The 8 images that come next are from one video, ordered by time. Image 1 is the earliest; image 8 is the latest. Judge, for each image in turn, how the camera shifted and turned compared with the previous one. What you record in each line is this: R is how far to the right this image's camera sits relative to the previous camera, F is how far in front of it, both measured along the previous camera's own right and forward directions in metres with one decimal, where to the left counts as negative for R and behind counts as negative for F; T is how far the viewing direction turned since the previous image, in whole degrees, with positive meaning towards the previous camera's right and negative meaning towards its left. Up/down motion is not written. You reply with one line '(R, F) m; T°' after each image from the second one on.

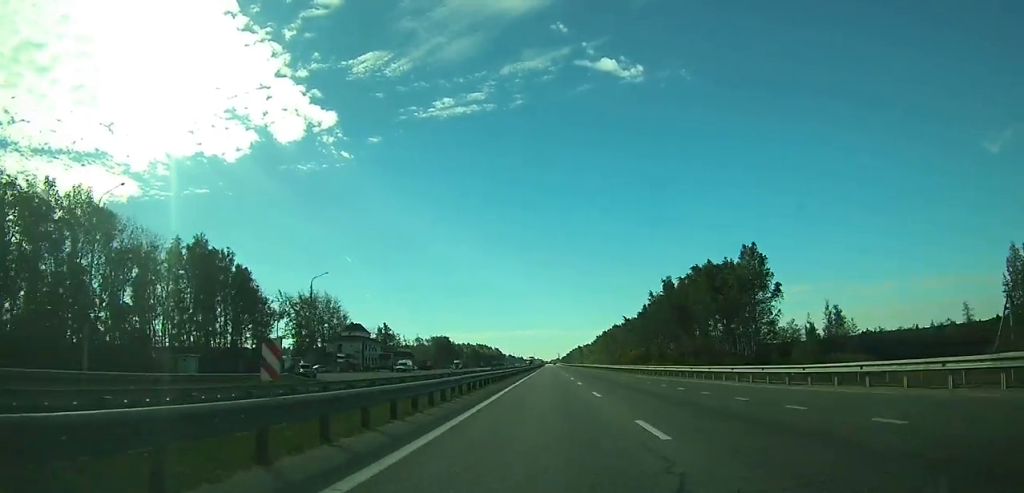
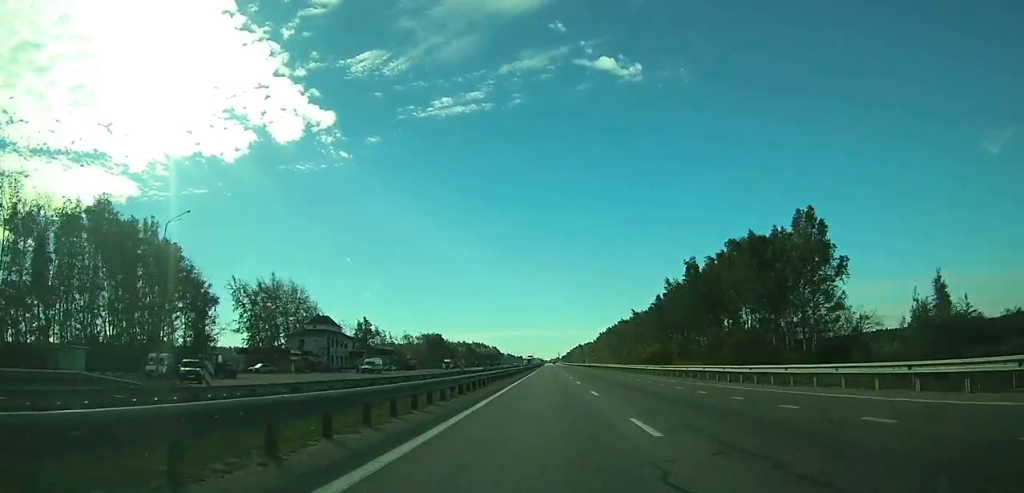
(0.0, +23.6) m; 0°
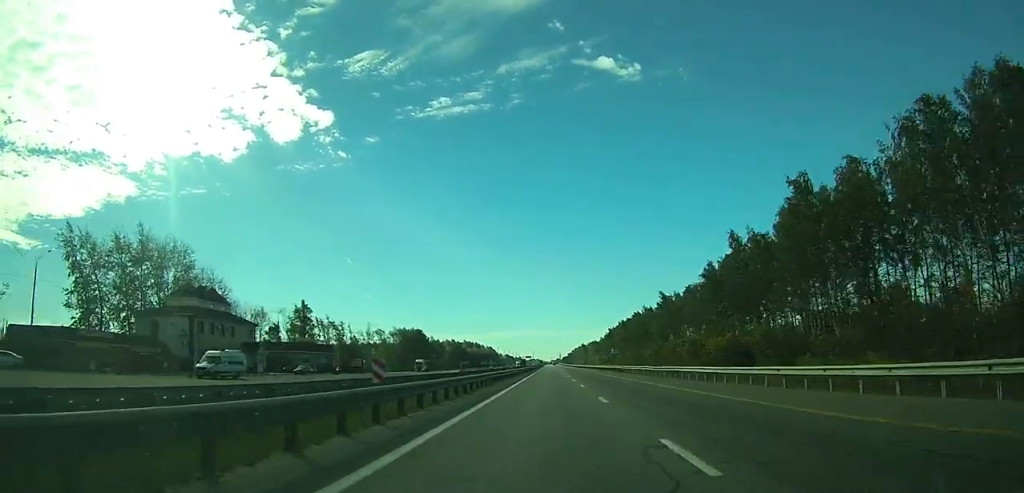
(0.0, +50.6) m; 0°
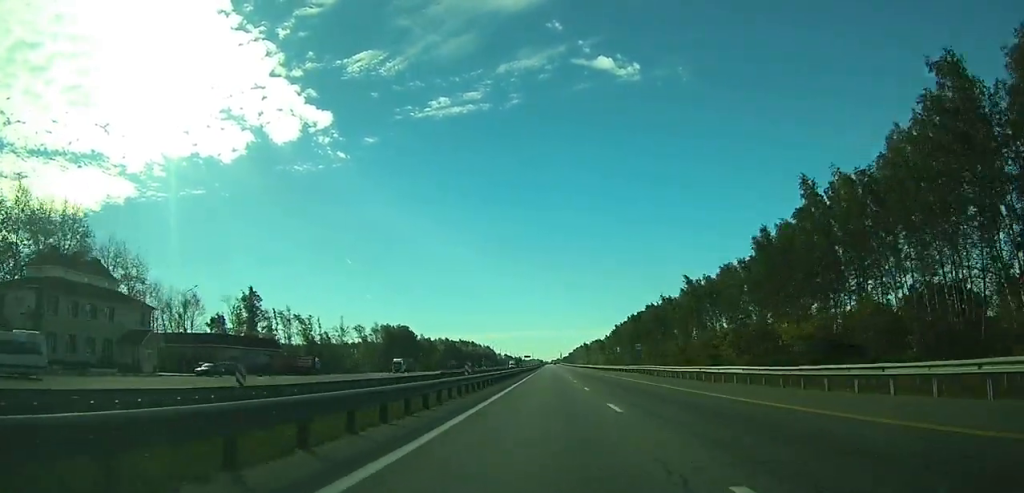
(+0.1, +26.8) m; 0°
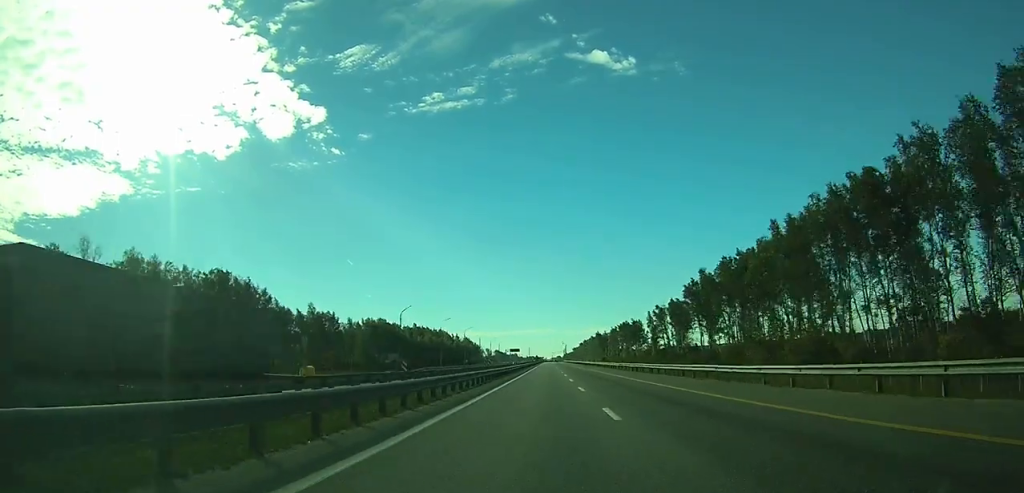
(+0.3, +140.9) m; 0°
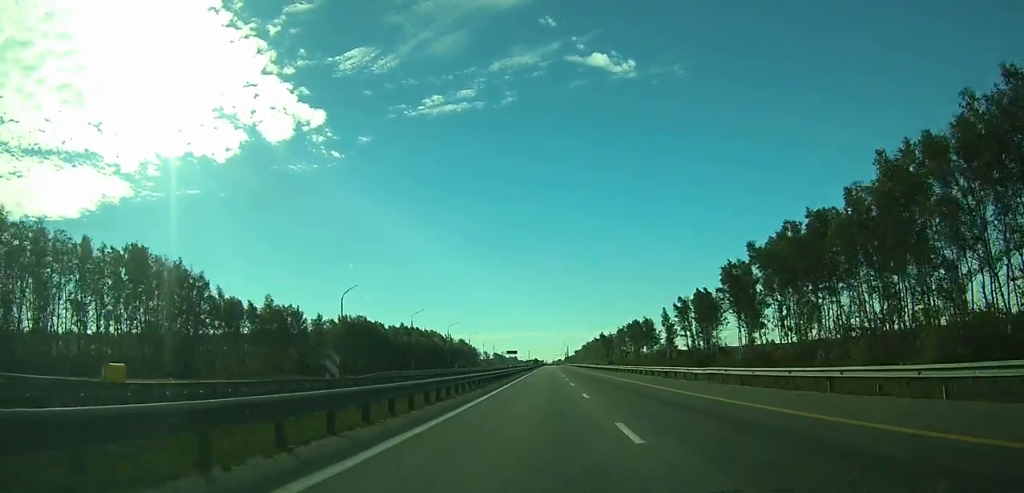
(0.0, +28.1) m; 0°
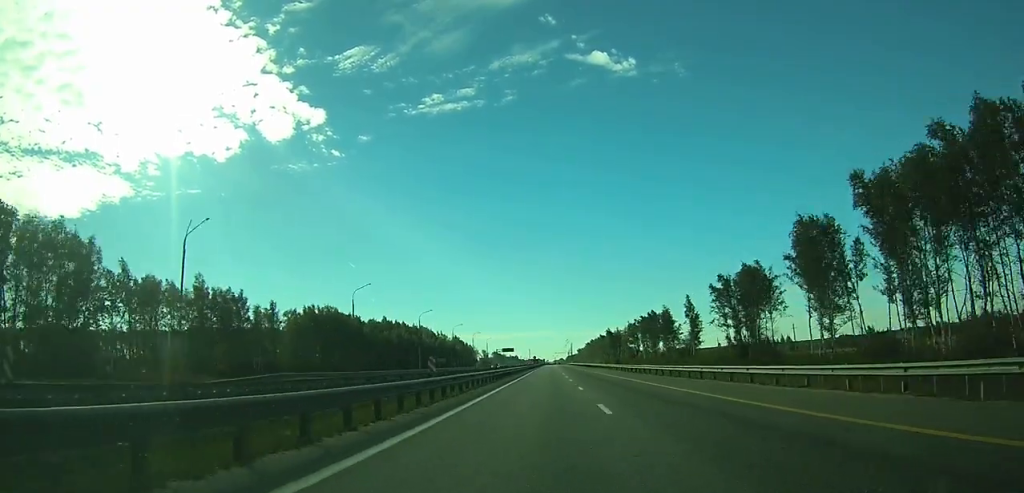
(0.0, +32.5) m; 0°
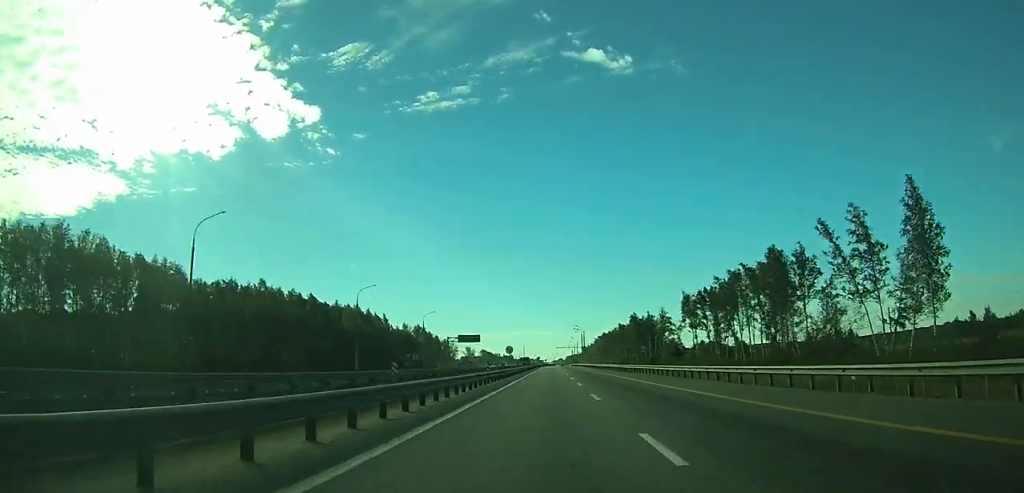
(-0.5, +109.2) m; 0°
